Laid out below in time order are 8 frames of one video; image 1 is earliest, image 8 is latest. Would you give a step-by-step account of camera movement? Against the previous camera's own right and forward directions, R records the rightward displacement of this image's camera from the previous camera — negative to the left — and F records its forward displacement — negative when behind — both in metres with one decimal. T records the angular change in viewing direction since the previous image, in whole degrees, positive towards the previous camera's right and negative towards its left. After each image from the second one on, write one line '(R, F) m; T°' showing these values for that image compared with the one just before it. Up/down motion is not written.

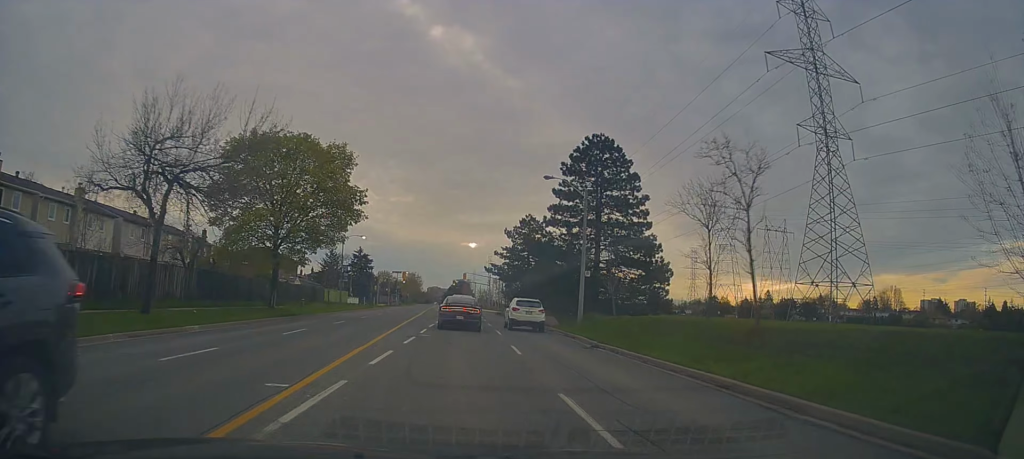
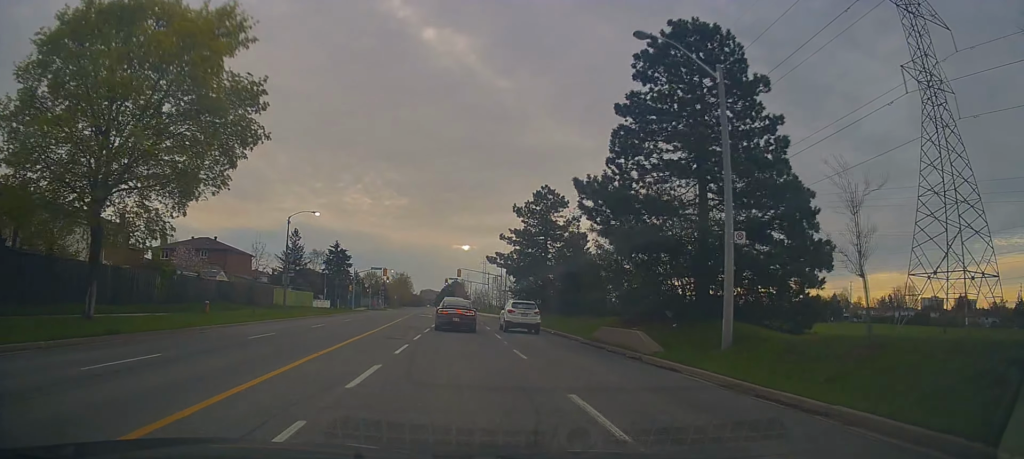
(-0.1, +16.9) m; +2°
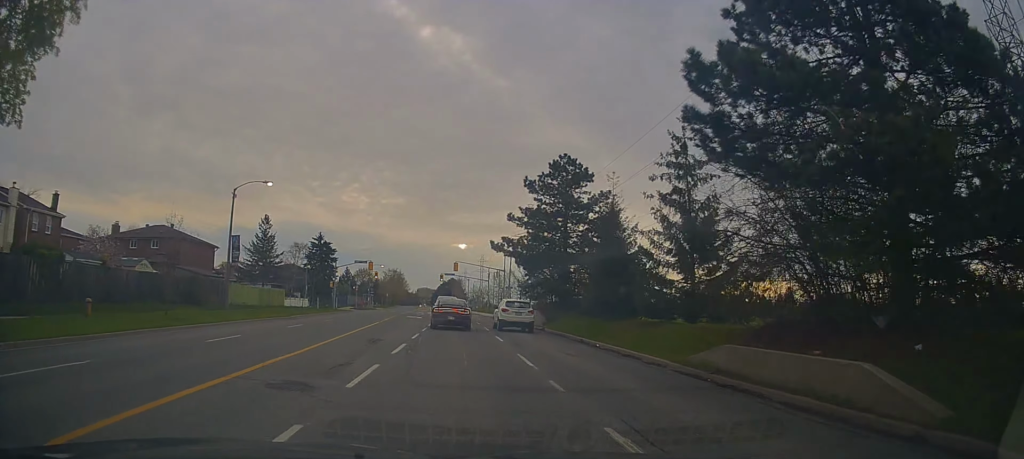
(+0.3, +10.2) m; +2°
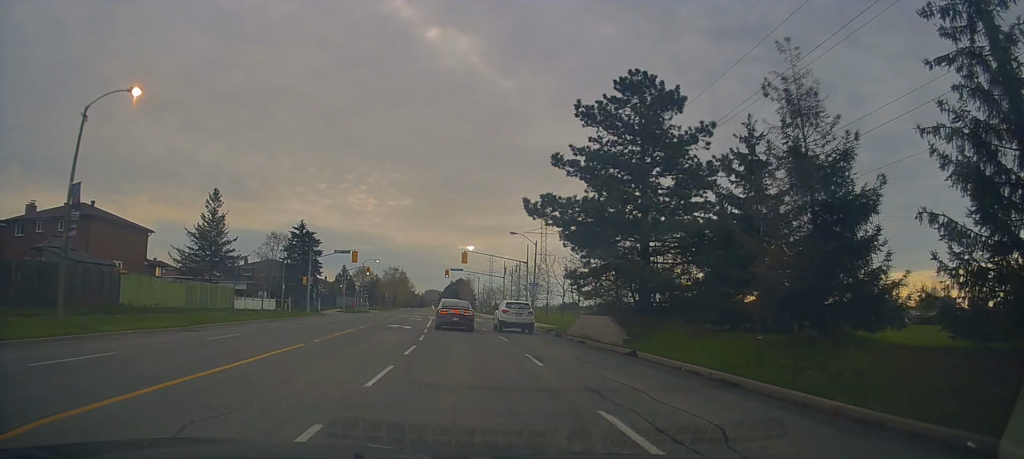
(+0.3, +17.0) m; +1°
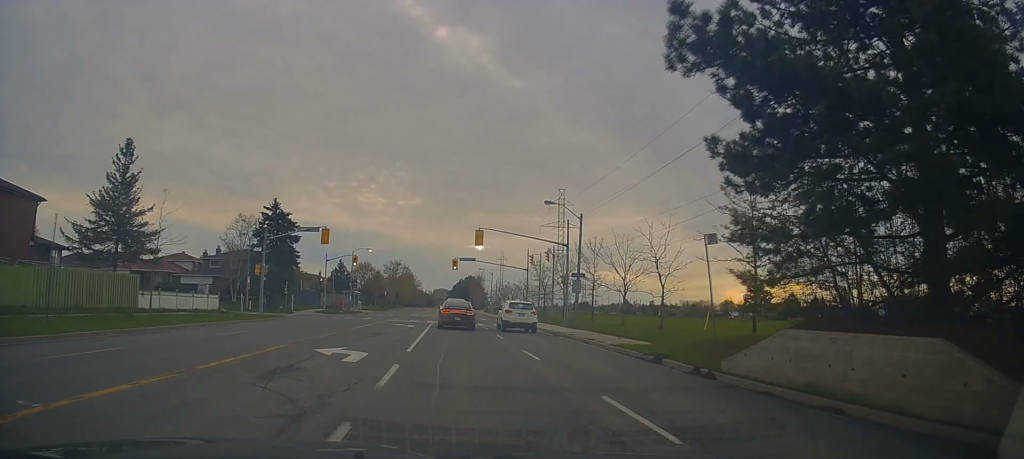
(-0.2, +17.7) m; -1°
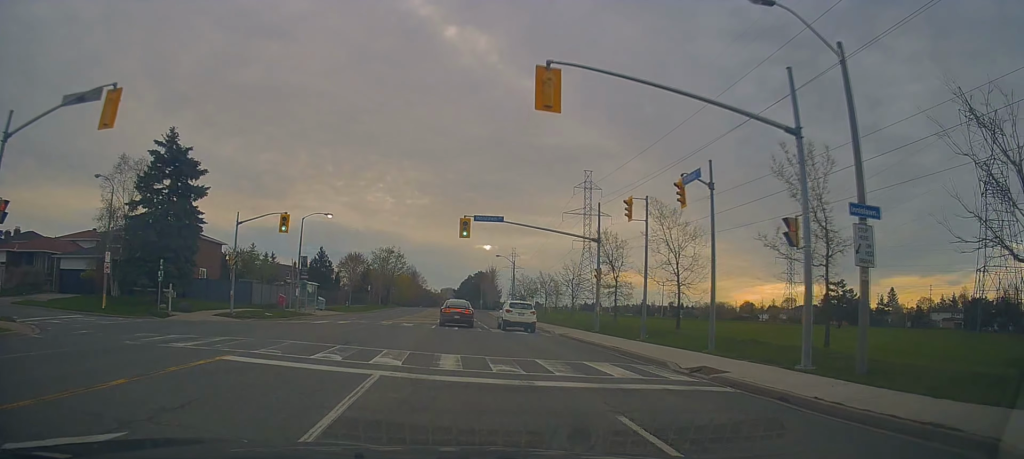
(-0.8, +27.9) m; -3°
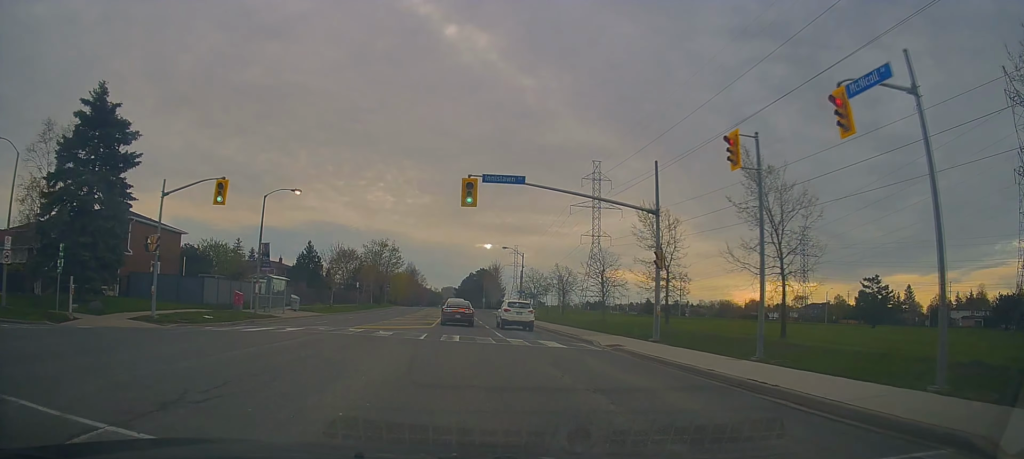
(-0.2, +10.1) m; 0°
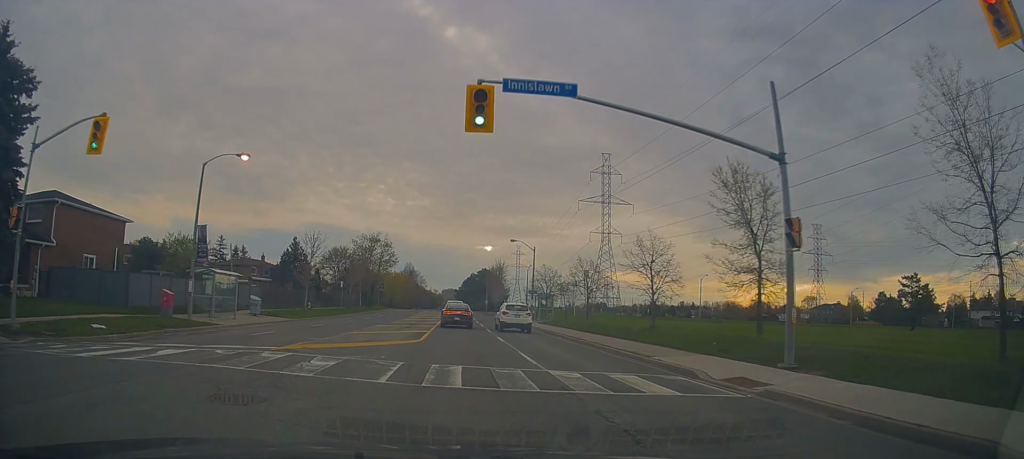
(+0.1, +10.5) m; +1°
